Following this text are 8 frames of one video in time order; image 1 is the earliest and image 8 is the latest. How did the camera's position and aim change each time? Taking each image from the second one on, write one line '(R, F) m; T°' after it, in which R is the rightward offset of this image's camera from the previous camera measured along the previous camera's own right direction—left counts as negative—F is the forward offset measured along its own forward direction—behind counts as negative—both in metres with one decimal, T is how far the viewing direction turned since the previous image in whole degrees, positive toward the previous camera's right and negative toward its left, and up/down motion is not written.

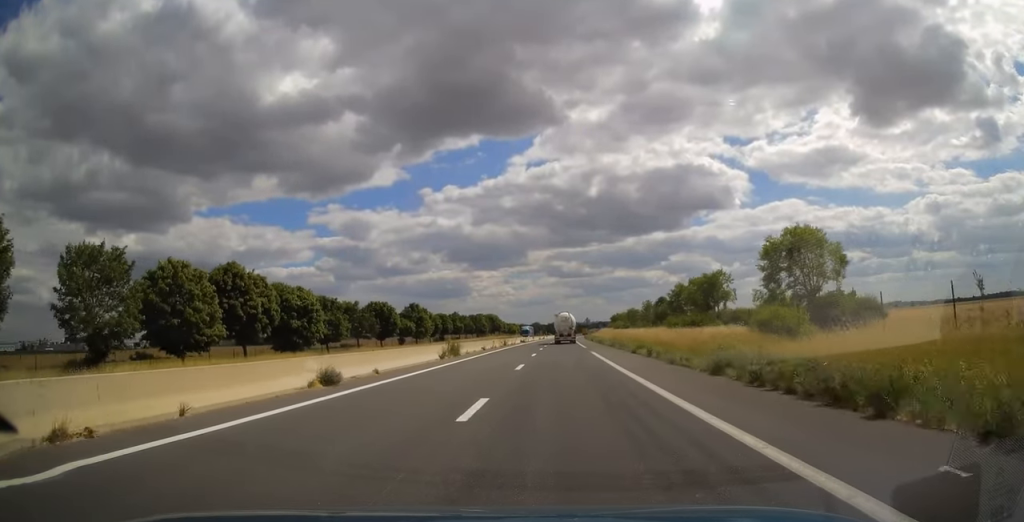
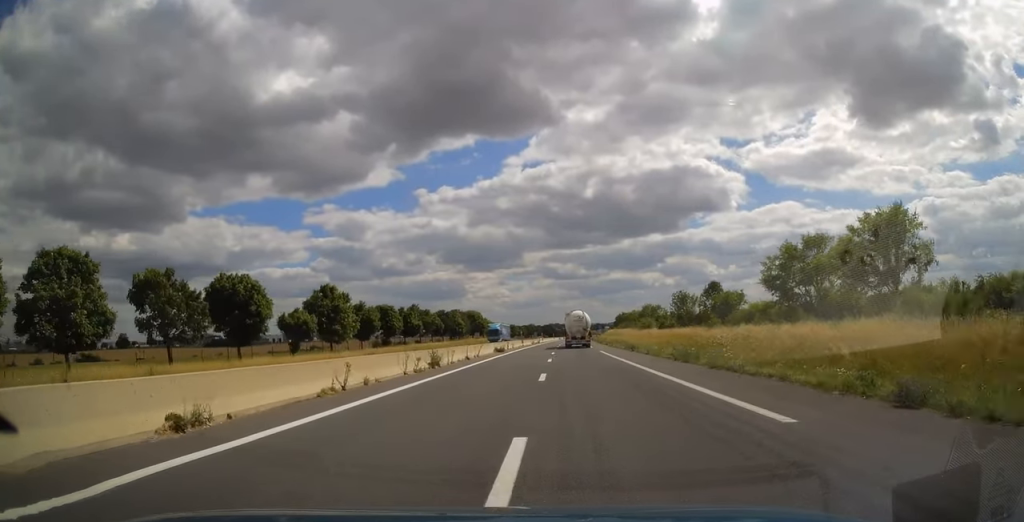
(+0.3, +43.8) m; +1°
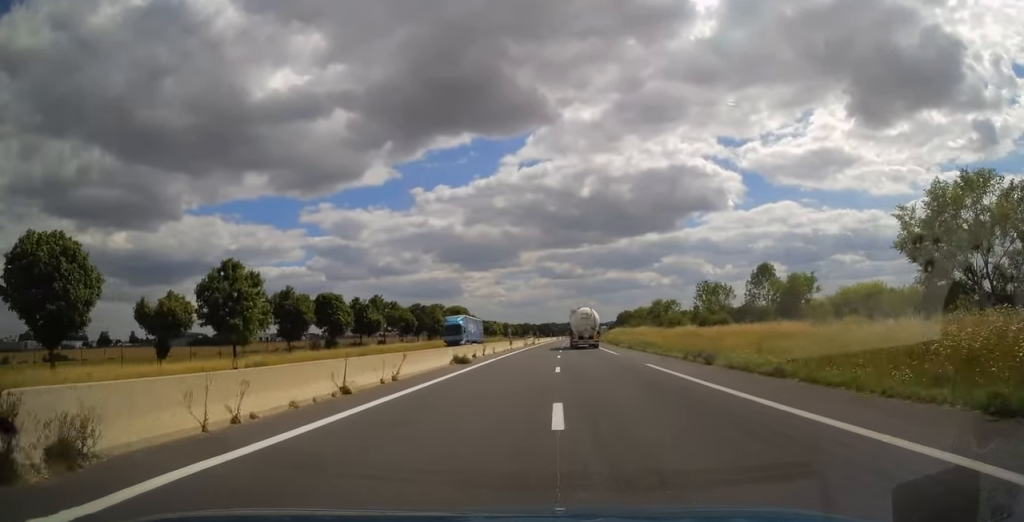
(0.0, +22.1) m; 0°
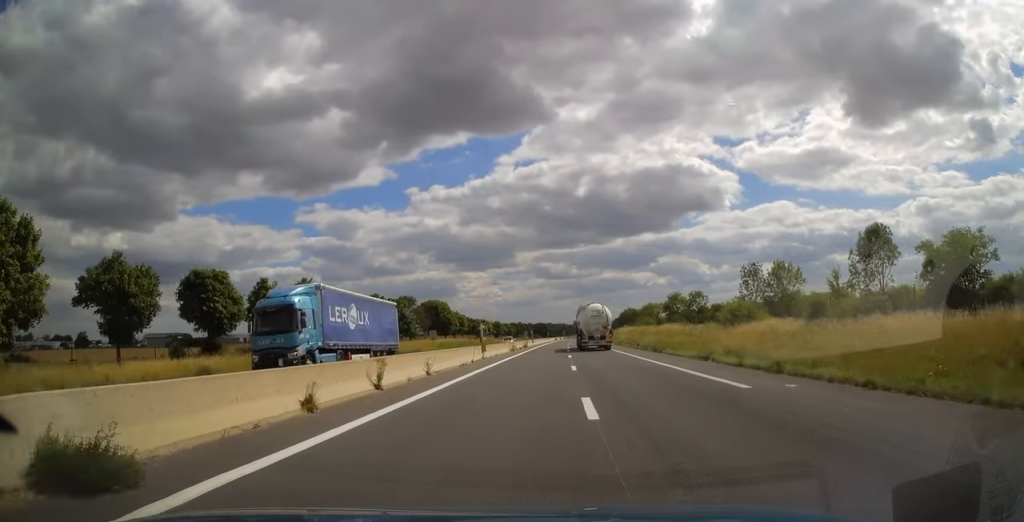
(+0.1, +25.1) m; 0°
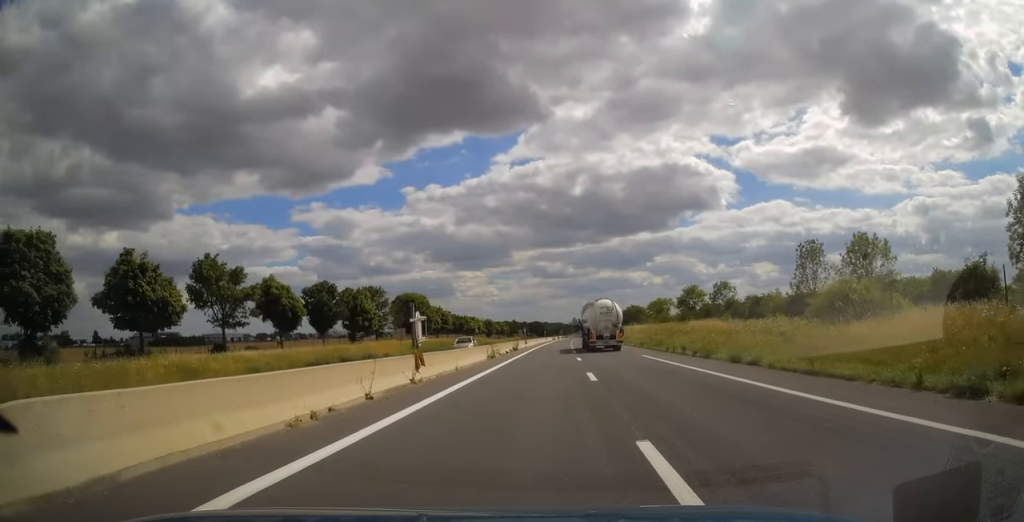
(+0.1, +18.2) m; 0°
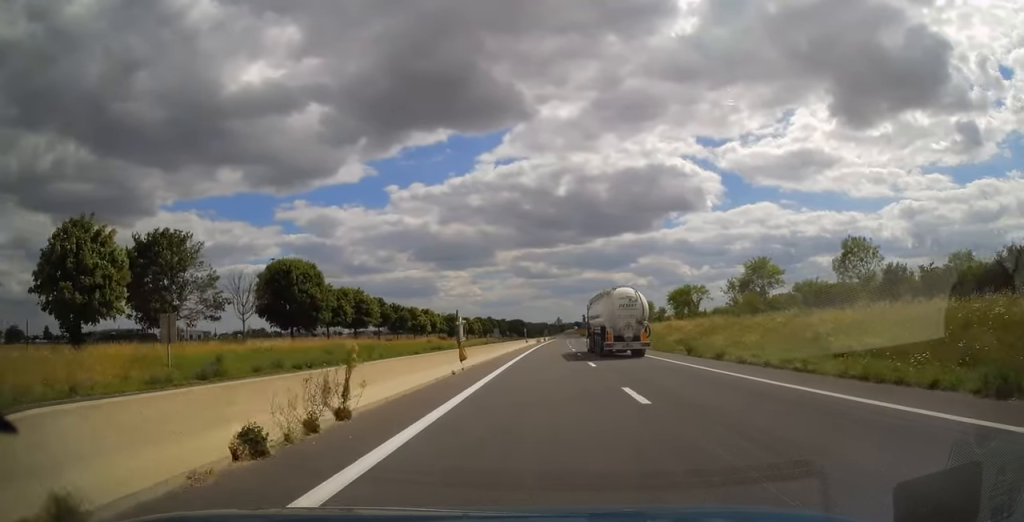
(+0.4, +44.9) m; +2°
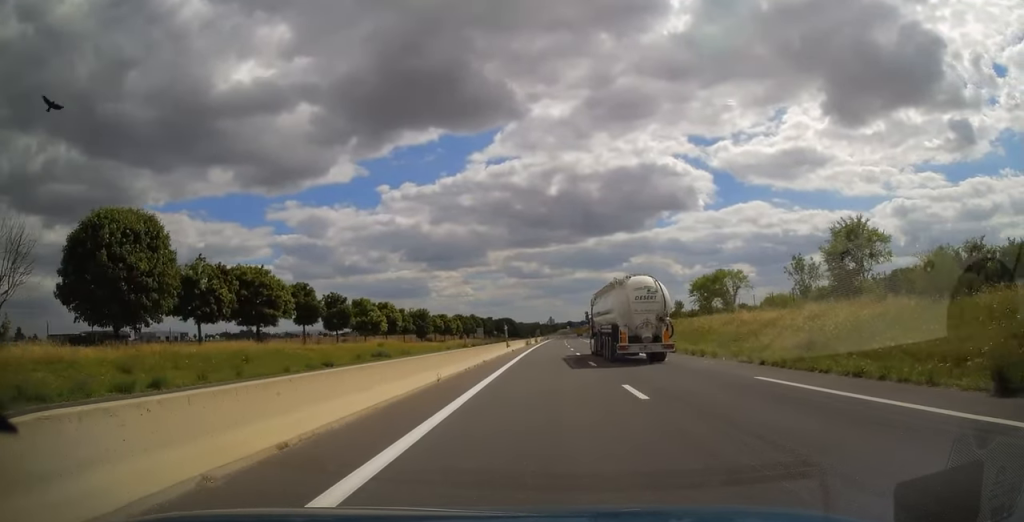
(+0.3, +25.6) m; +1°
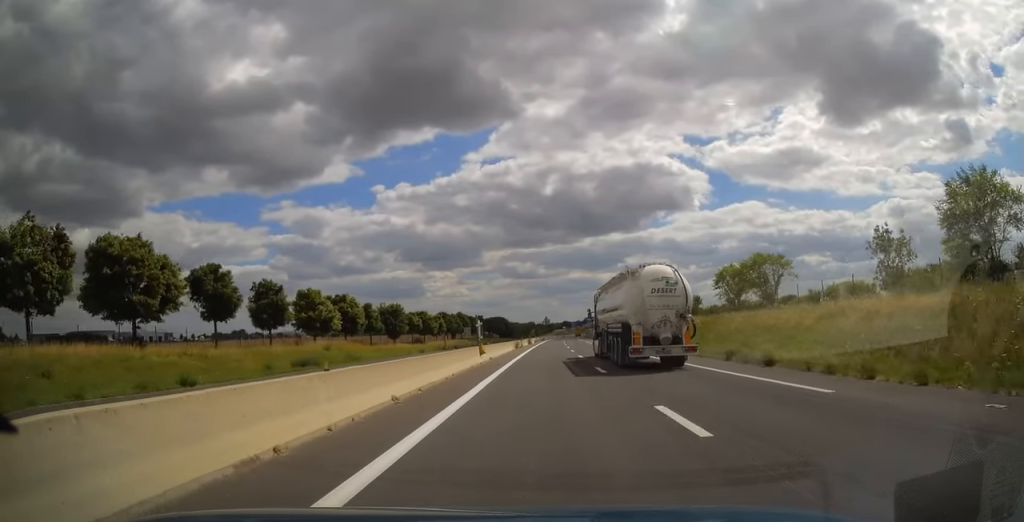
(+0.1, +17.2) m; 0°
